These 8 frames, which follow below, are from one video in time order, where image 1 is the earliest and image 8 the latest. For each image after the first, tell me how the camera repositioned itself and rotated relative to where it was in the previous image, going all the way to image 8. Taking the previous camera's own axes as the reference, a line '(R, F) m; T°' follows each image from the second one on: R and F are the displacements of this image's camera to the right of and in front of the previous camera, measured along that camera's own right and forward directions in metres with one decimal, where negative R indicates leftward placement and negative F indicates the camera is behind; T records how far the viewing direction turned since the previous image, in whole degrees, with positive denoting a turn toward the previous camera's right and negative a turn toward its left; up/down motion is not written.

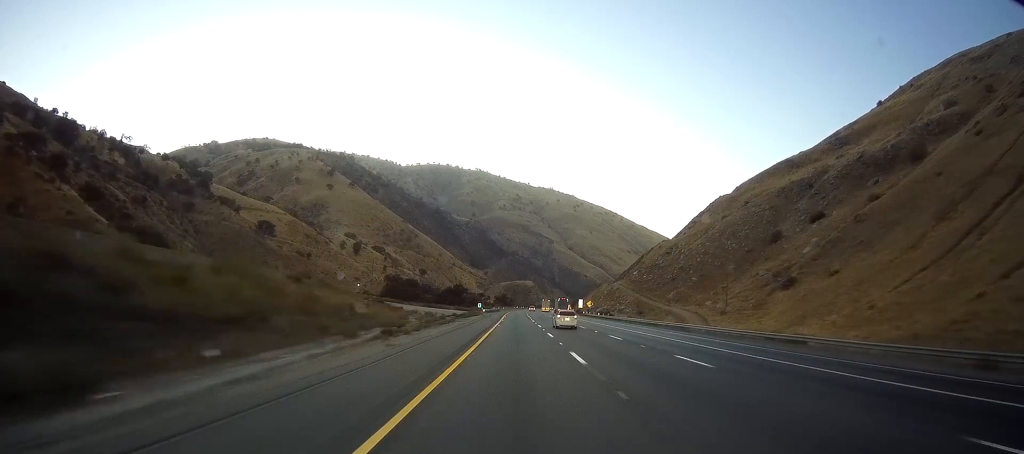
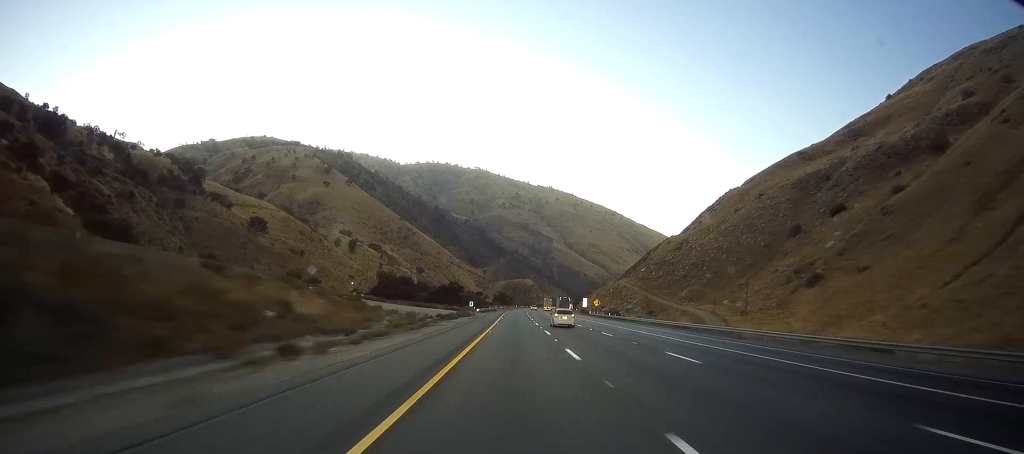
(+0.2, +13.2) m; 0°
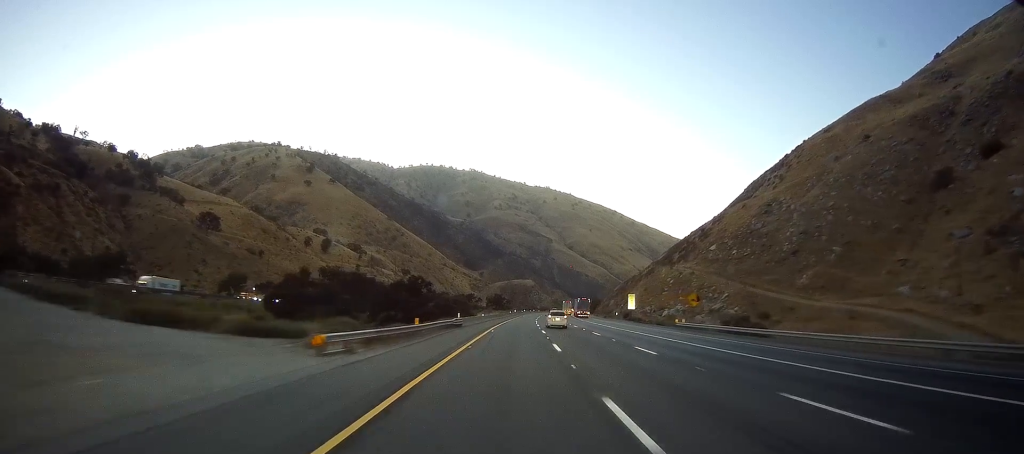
(-0.4, +69.4) m; 0°
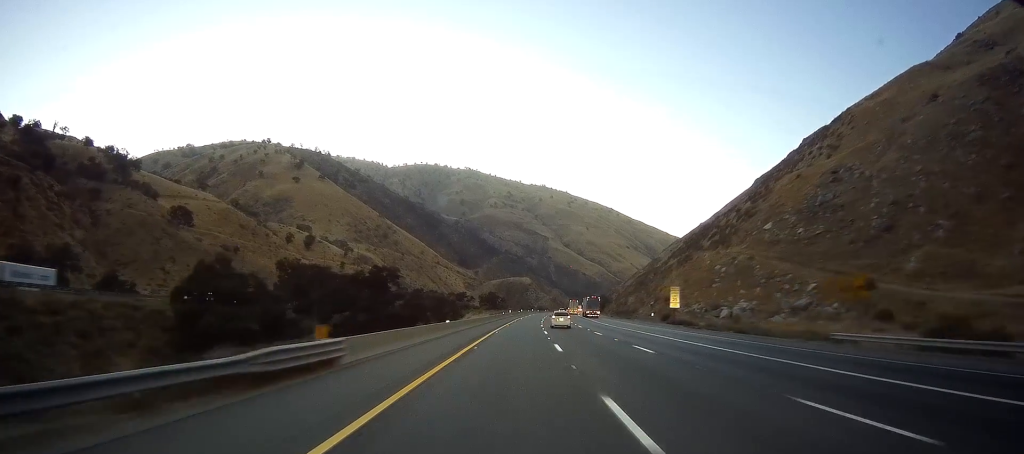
(-0.1, +29.5) m; +1°
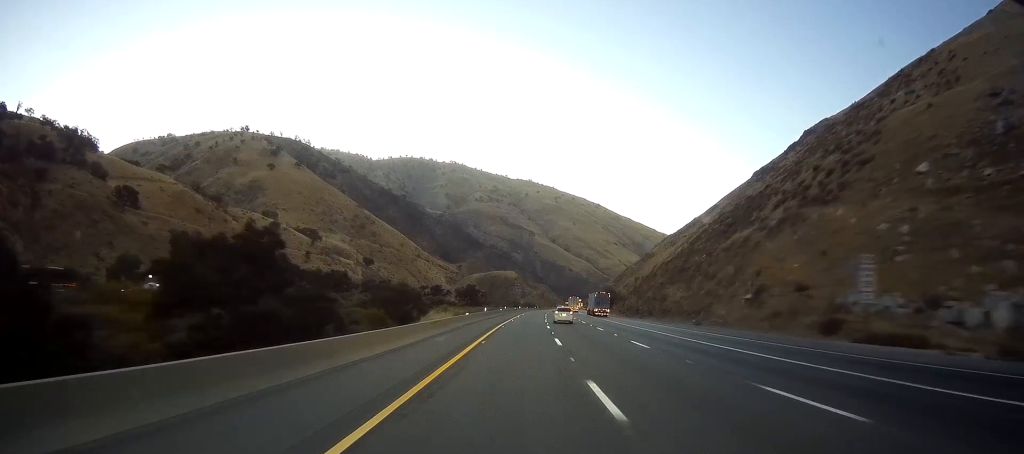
(+1.4, +42.4) m; +3°
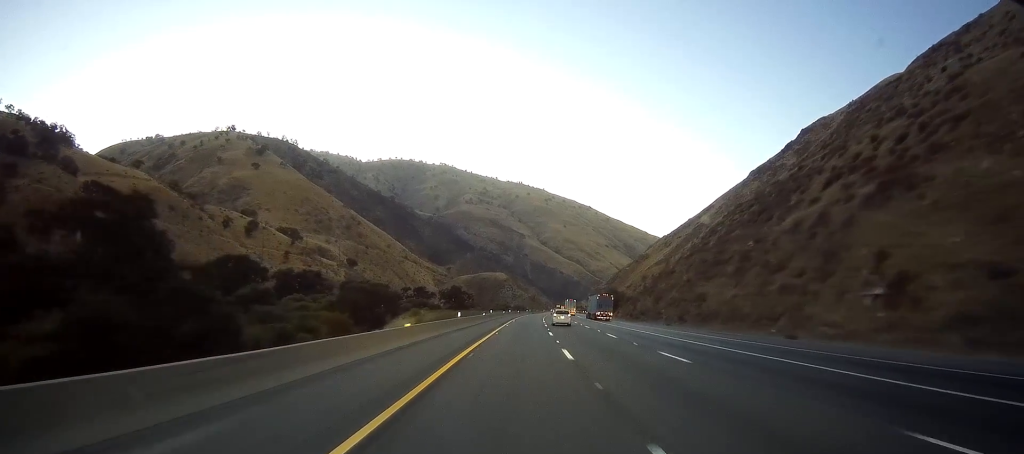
(+0.4, +20.2) m; +1°
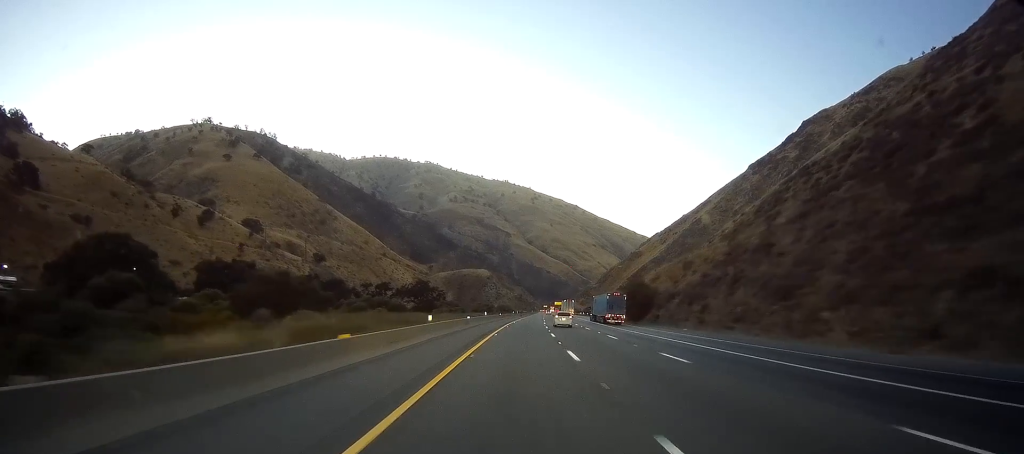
(+0.1, +43.7) m; +1°
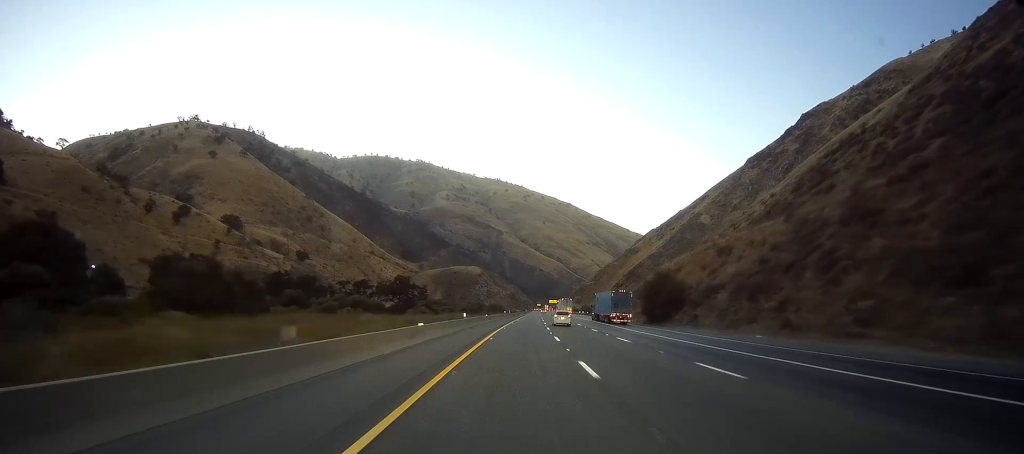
(+0.2, +19.4) m; +1°
